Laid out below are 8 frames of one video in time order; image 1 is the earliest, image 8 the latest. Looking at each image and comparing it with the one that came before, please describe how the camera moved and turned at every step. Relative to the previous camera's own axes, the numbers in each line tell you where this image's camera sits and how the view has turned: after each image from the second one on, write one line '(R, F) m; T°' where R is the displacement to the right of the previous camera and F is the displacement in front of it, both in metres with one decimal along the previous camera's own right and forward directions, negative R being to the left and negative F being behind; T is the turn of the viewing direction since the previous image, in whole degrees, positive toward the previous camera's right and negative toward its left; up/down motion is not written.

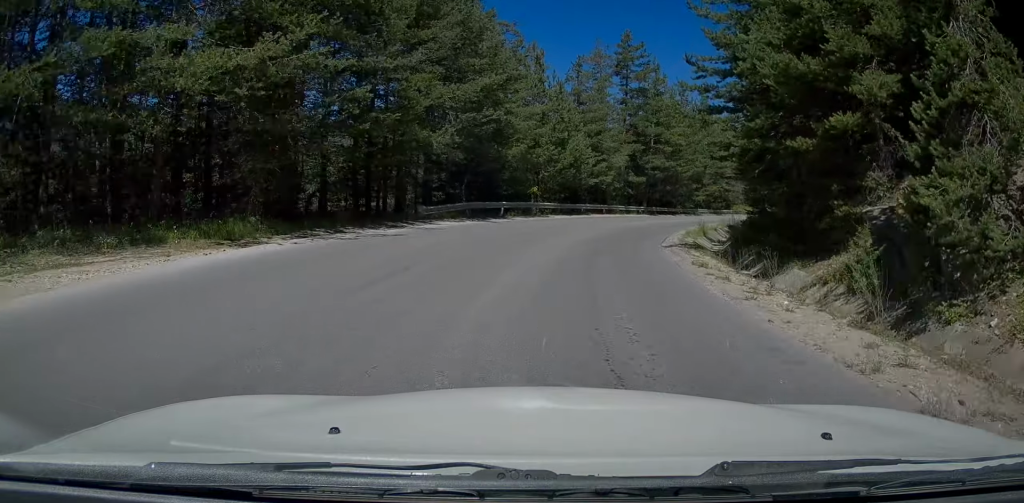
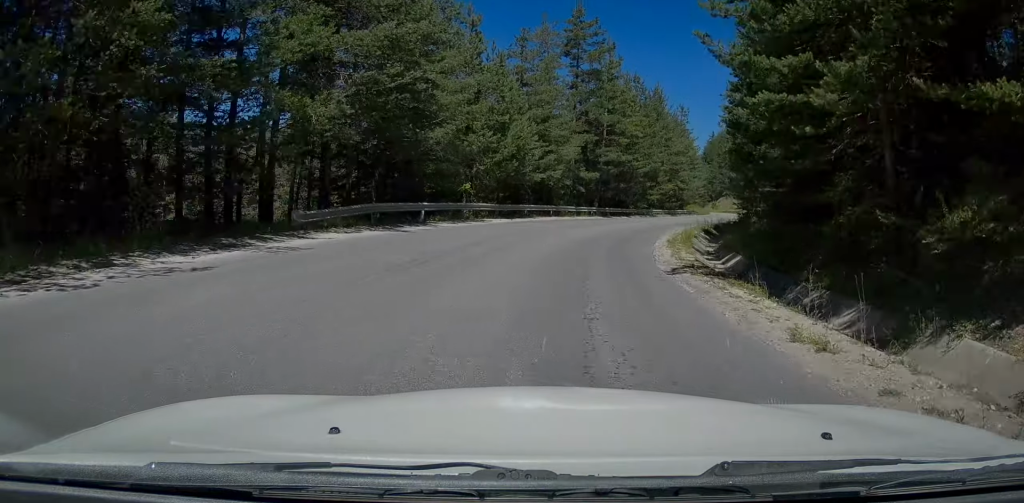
(0.0, +7.7) m; +2°
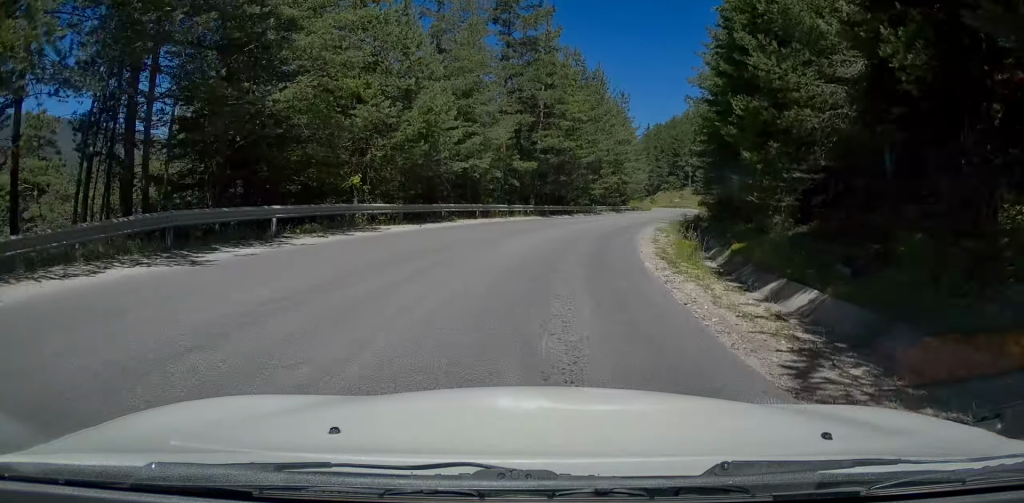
(+0.4, +8.8) m; +3°
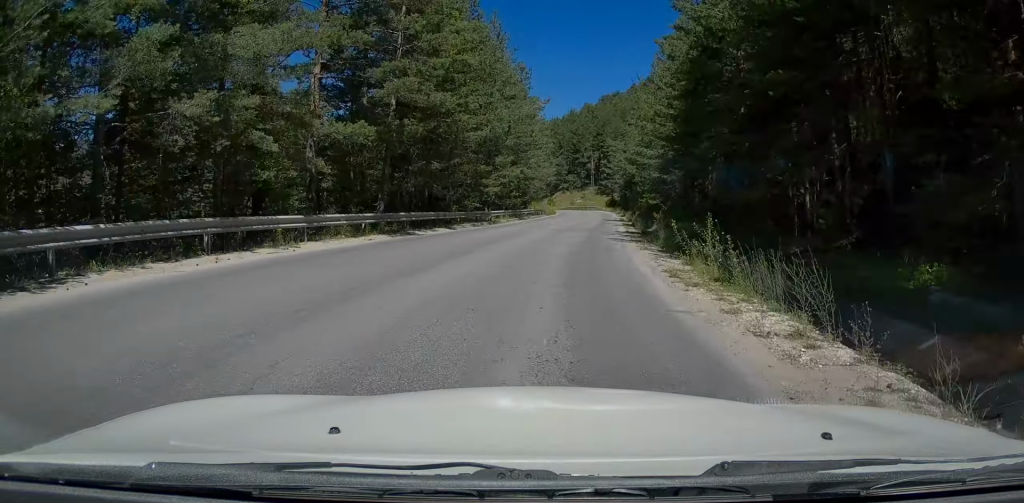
(+0.9, +18.2) m; +10°
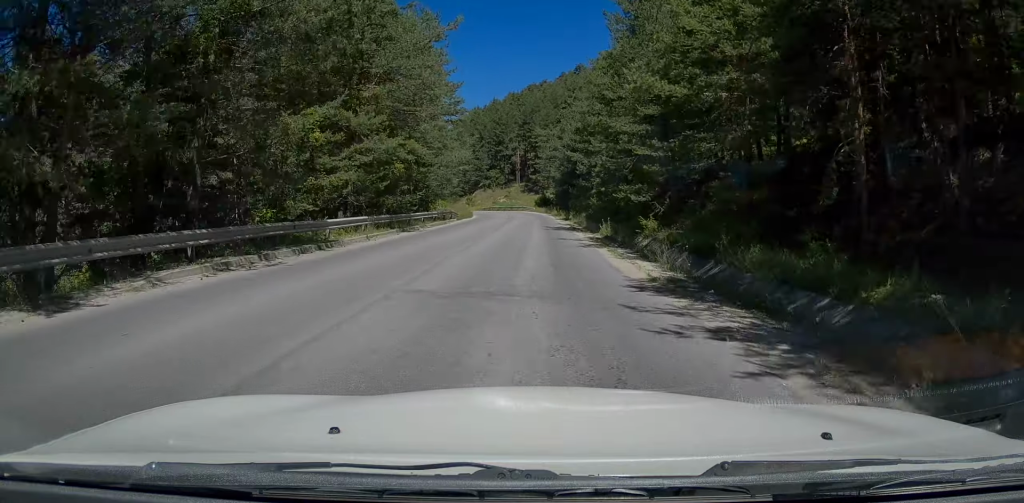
(+2.5, +19.3) m; +13°
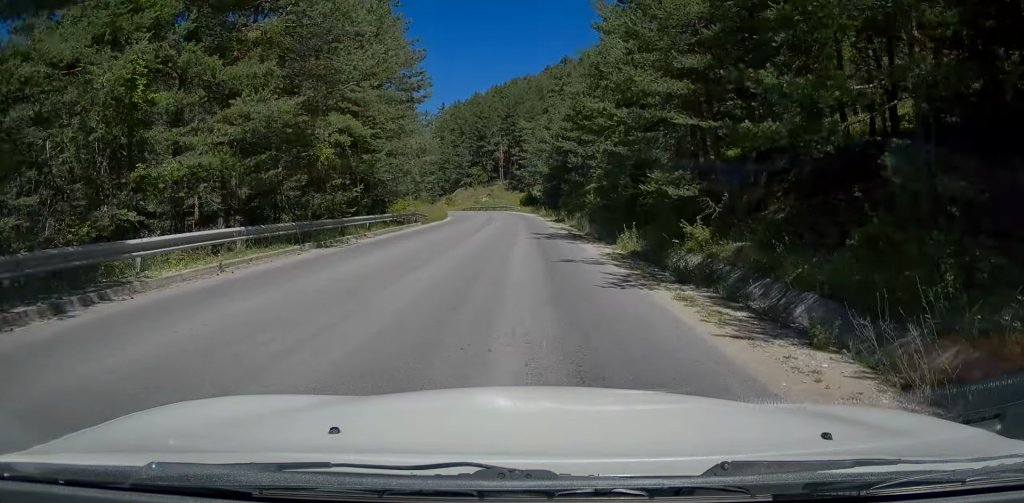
(+0.5, +9.0) m; +1°
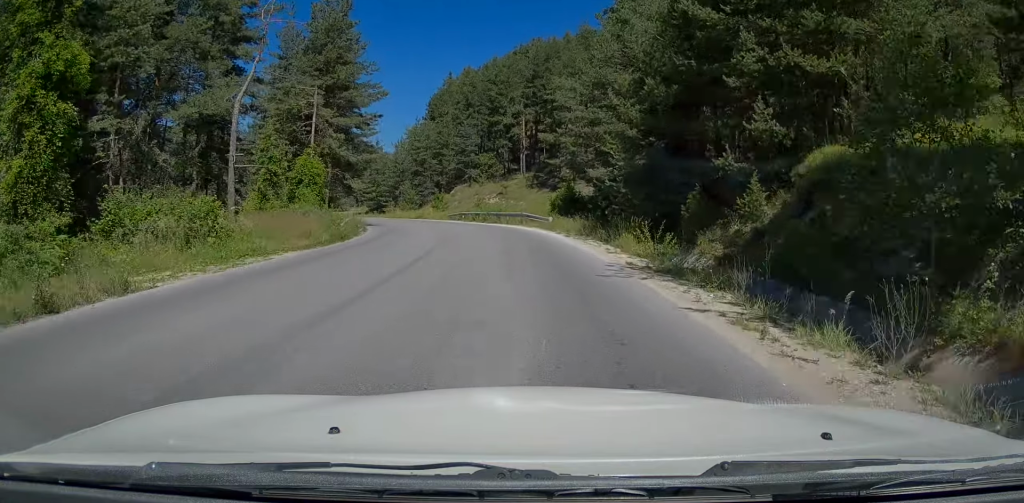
(-0.2, +40.5) m; -3°
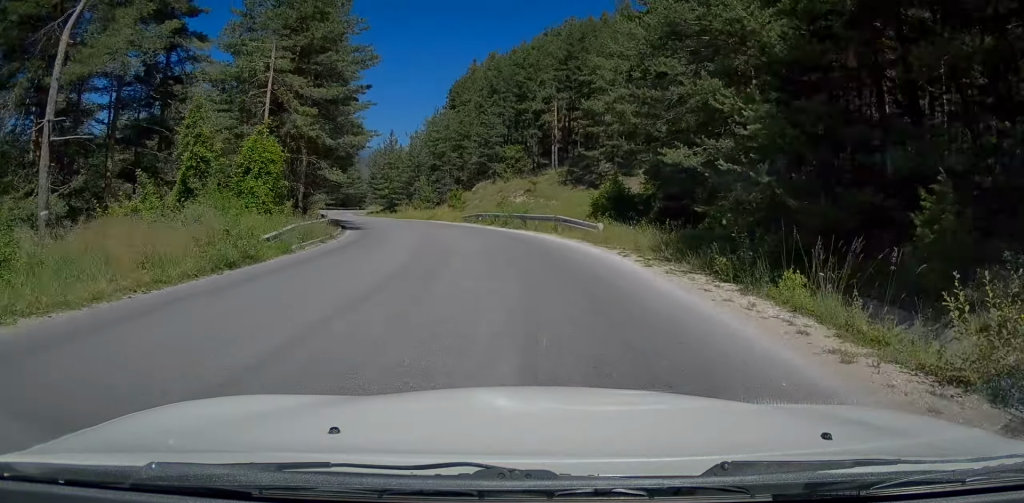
(-0.3, +10.0) m; -3°
